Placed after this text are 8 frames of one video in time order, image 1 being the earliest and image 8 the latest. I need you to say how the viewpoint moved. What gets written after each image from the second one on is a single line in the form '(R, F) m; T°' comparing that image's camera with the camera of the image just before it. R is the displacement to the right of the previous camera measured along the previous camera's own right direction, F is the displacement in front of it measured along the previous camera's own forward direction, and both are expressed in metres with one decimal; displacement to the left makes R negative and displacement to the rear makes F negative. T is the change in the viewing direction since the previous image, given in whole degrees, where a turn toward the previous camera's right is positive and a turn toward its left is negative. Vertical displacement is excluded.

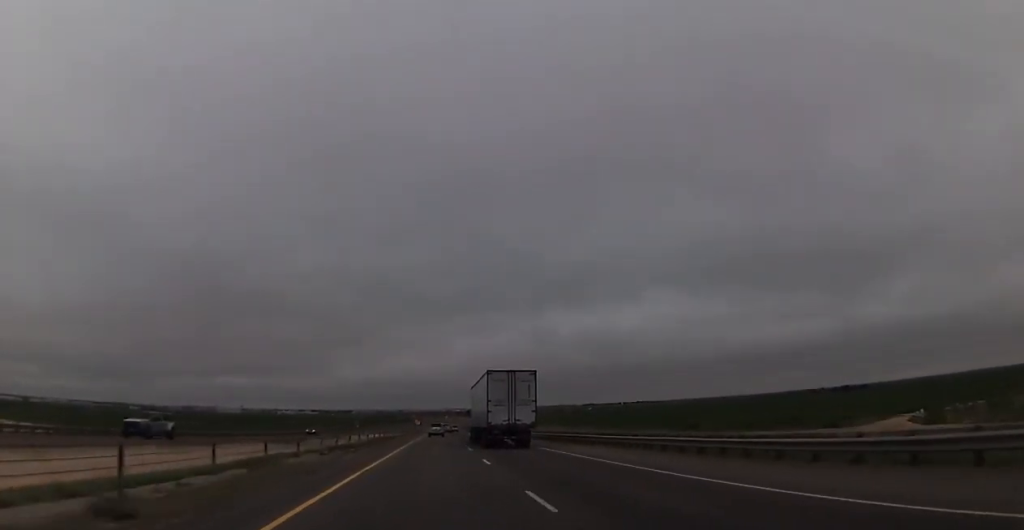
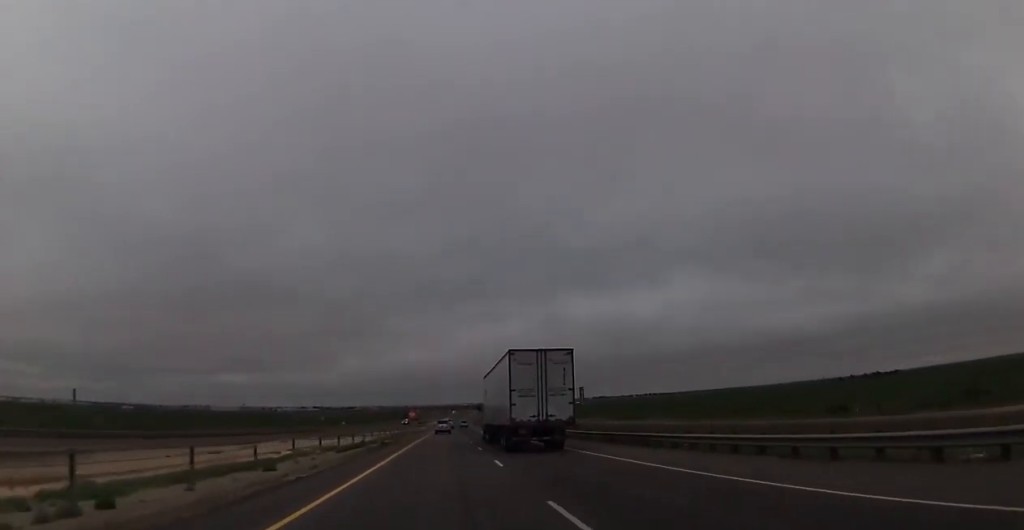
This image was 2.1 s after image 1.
(+0.4, +75.4) m; 0°
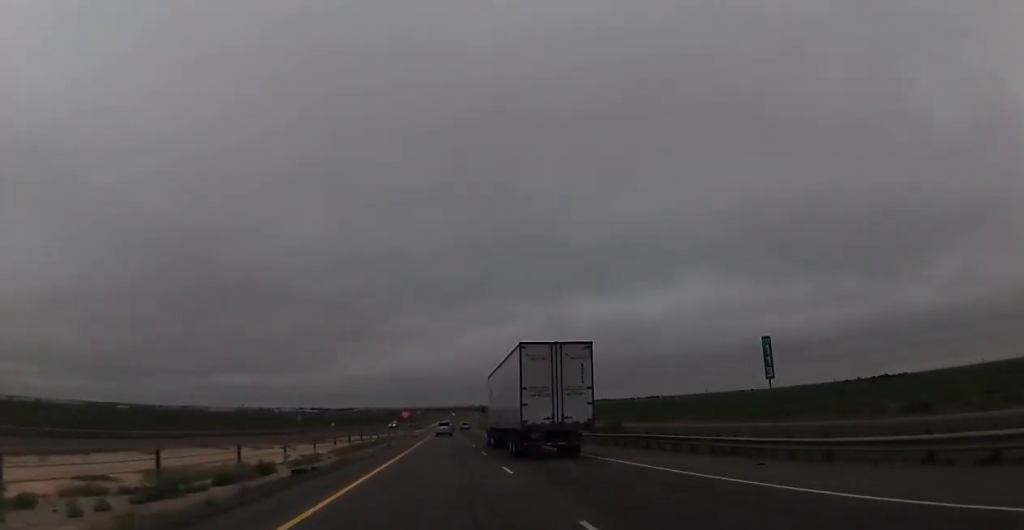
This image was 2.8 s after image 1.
(0.0, +26.3) m; 0°
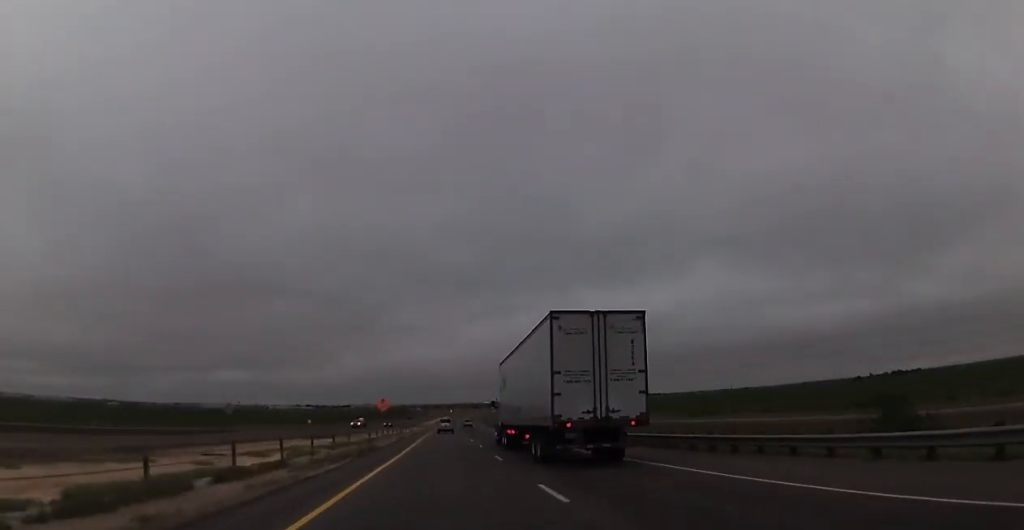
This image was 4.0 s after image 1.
(-0.1, +43.3) m; 0°
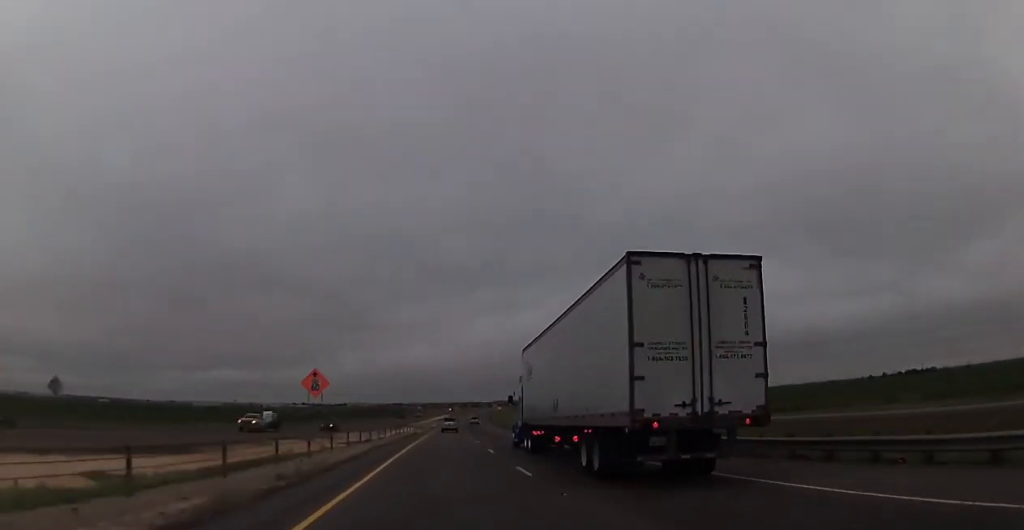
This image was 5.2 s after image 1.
(-0.1, +43.9) m; 0°
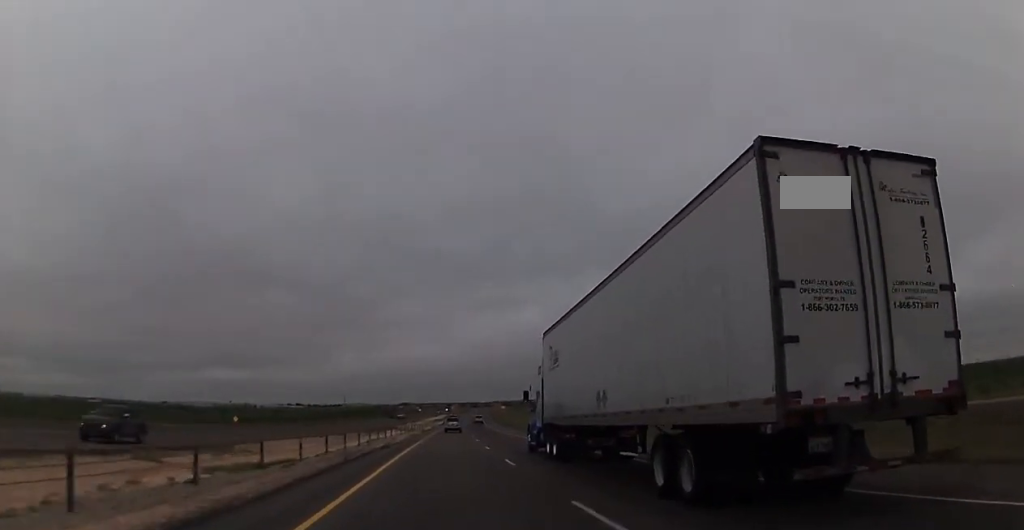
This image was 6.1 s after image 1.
(+0.1, +33.0) m; 0°
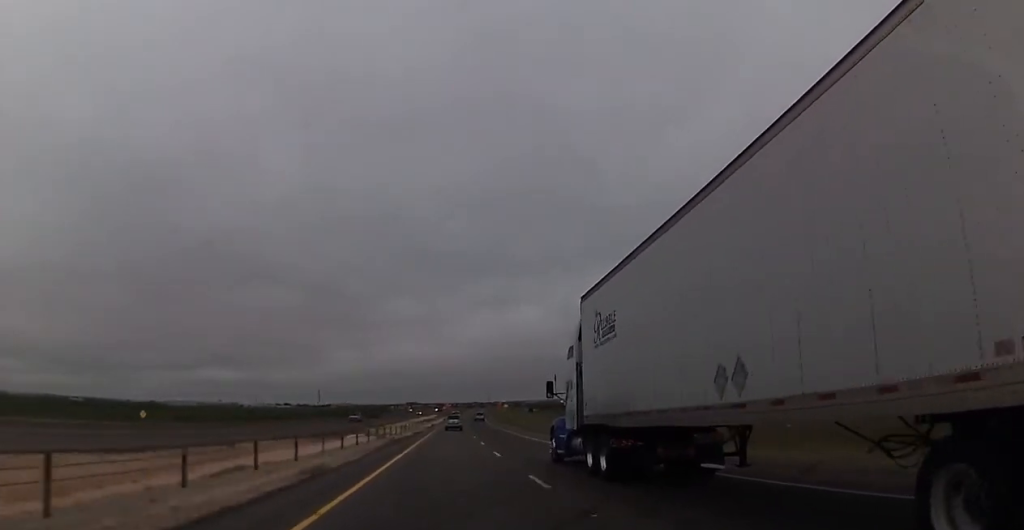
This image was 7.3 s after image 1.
(+0.1, +43.7) m; 0°
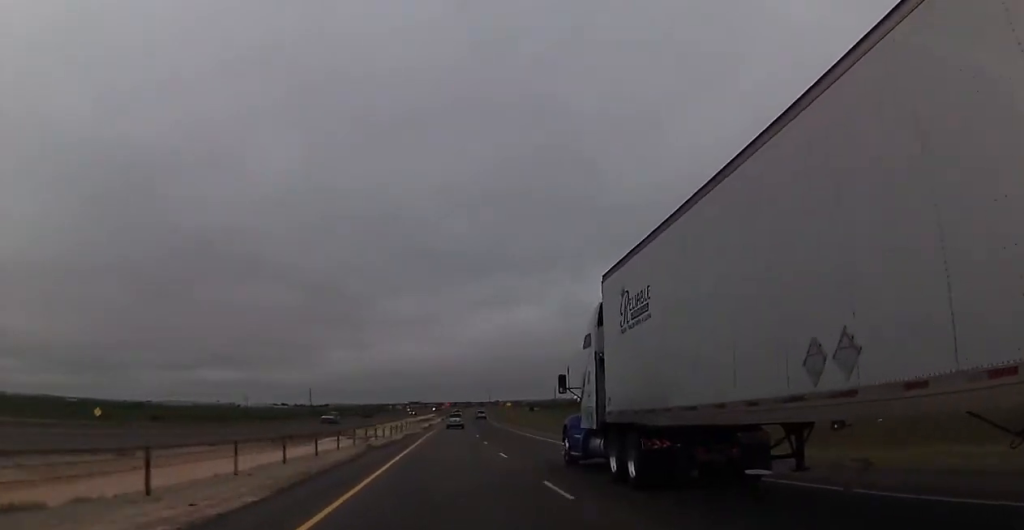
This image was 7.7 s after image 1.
(0.0, +14.5) m; 0°
